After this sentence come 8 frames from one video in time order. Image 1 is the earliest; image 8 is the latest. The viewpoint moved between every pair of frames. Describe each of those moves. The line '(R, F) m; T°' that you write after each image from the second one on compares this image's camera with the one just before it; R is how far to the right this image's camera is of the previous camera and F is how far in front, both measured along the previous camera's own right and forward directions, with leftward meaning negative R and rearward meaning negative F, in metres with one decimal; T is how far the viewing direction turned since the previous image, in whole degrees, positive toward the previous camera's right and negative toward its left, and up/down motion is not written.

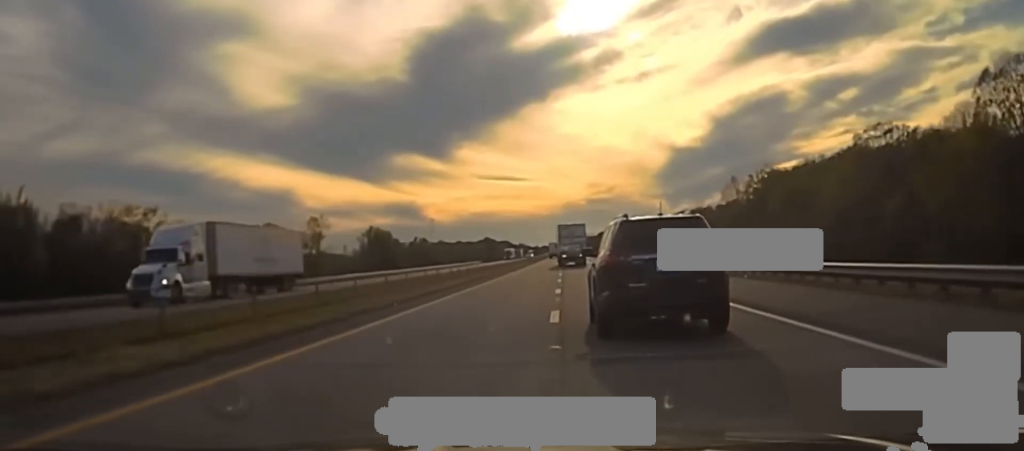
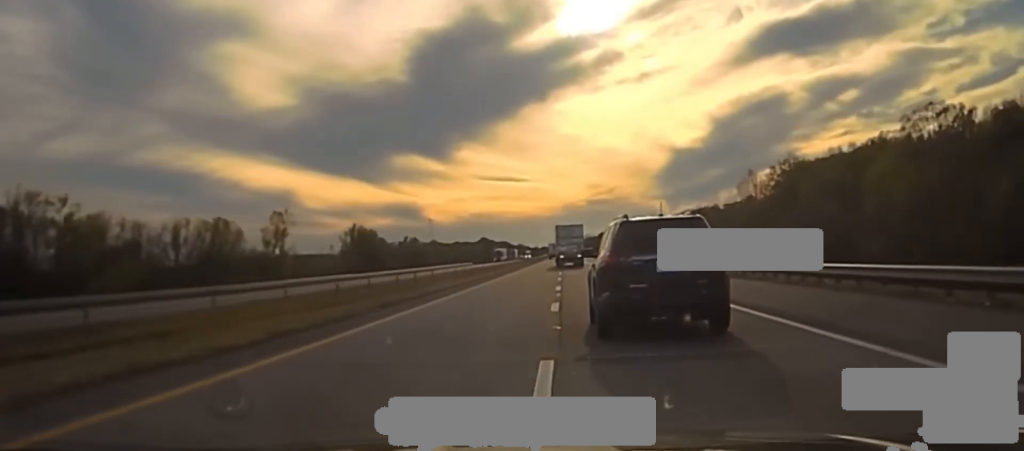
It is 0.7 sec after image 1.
(0.0, +22.1) m; 0°
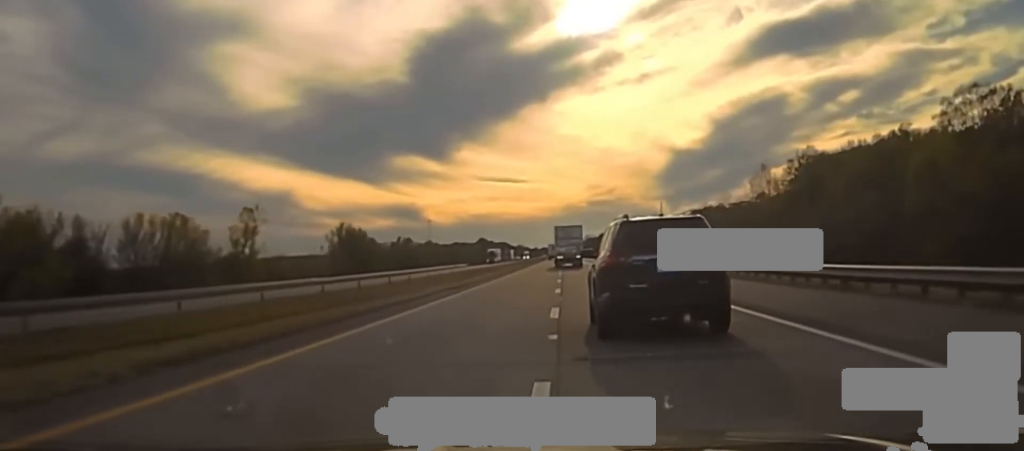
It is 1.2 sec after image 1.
(0.0, +15.0) m; 0°
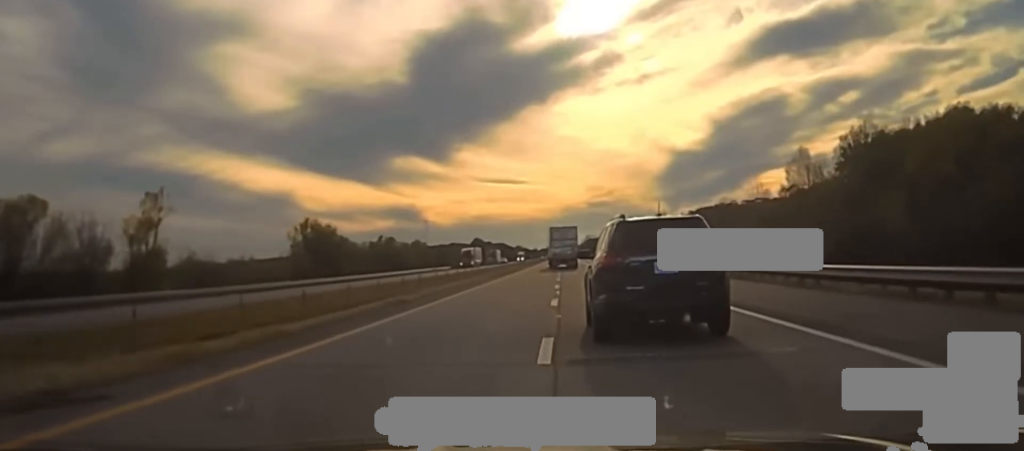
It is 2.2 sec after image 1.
(0.0, +36.4) m; 0°
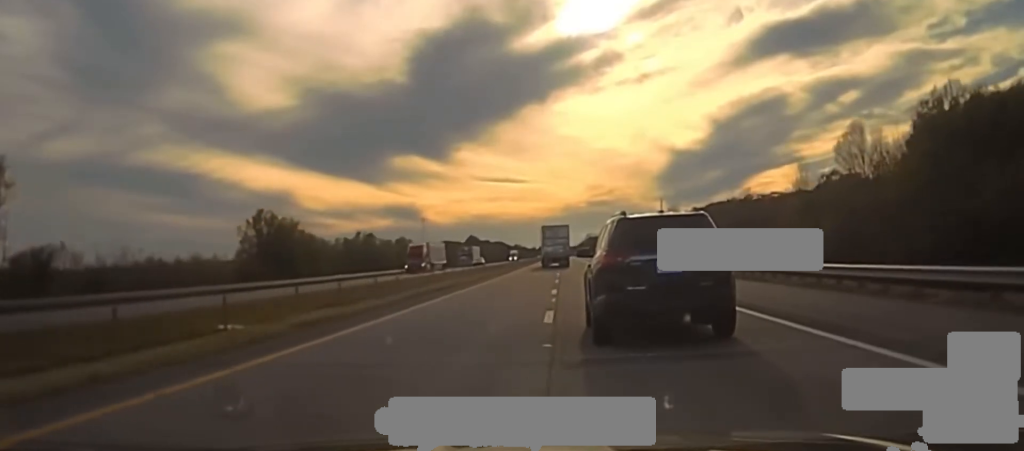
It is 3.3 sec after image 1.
(0.0, +31.1) m; 0°
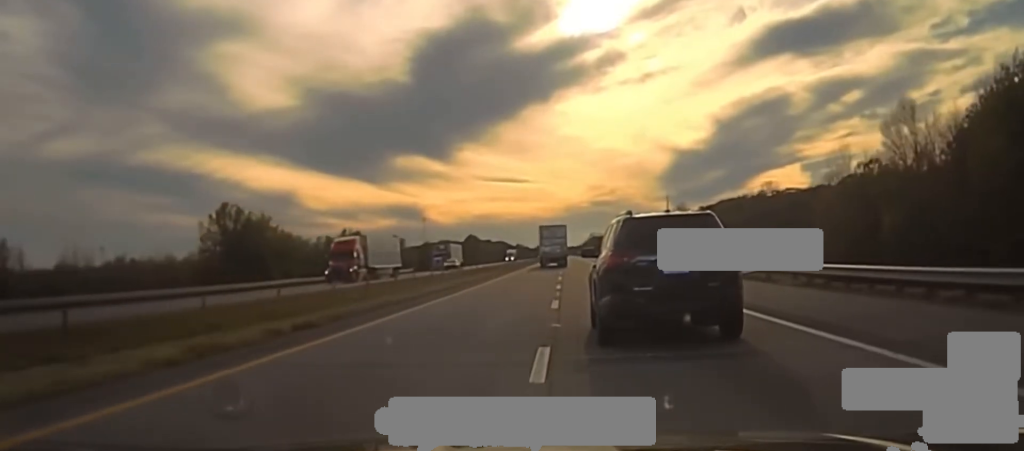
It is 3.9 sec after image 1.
(-0.1, +17.3) m; 0°
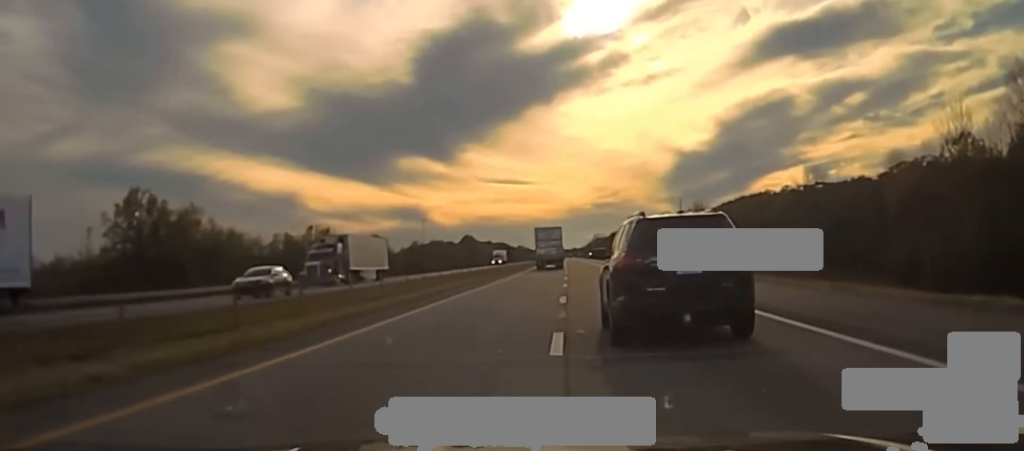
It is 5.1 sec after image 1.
(-0.1, +30.2) m; 0°
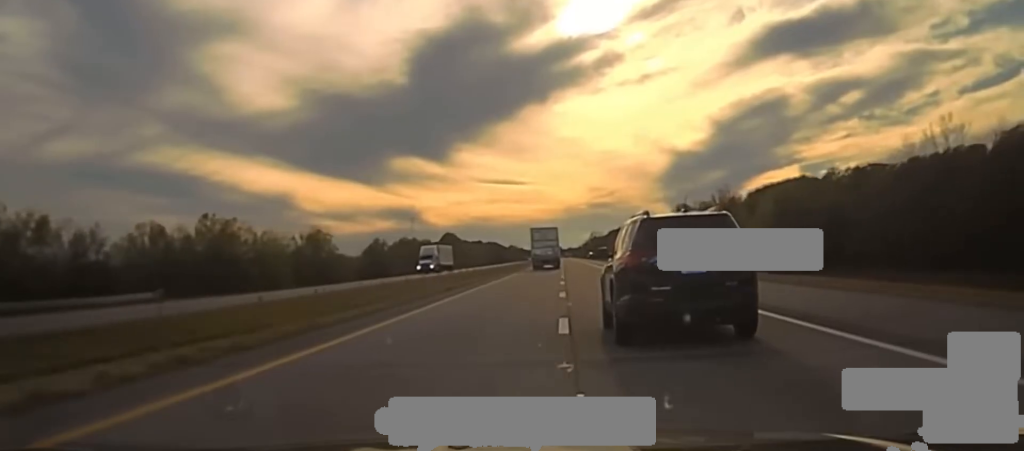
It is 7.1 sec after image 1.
(+0.4, +55.1) m; +1°
